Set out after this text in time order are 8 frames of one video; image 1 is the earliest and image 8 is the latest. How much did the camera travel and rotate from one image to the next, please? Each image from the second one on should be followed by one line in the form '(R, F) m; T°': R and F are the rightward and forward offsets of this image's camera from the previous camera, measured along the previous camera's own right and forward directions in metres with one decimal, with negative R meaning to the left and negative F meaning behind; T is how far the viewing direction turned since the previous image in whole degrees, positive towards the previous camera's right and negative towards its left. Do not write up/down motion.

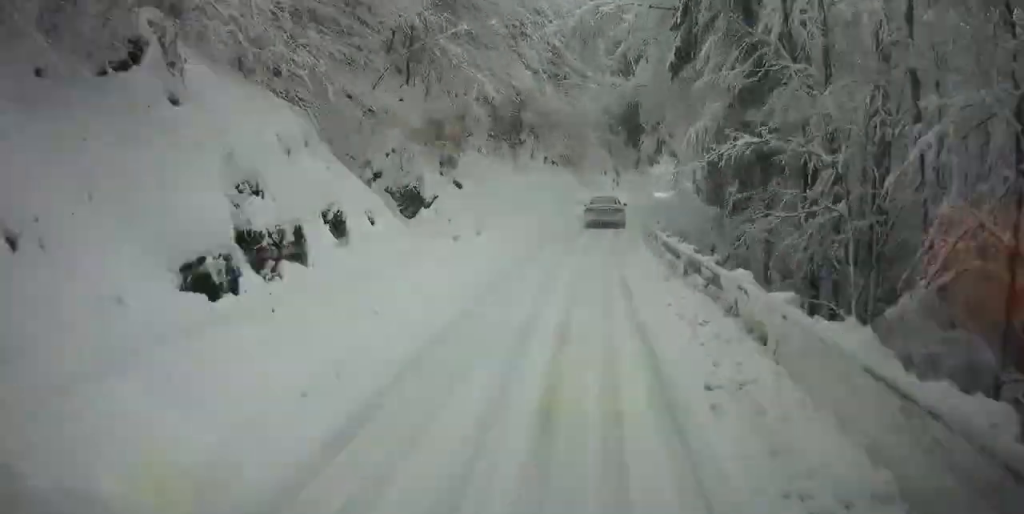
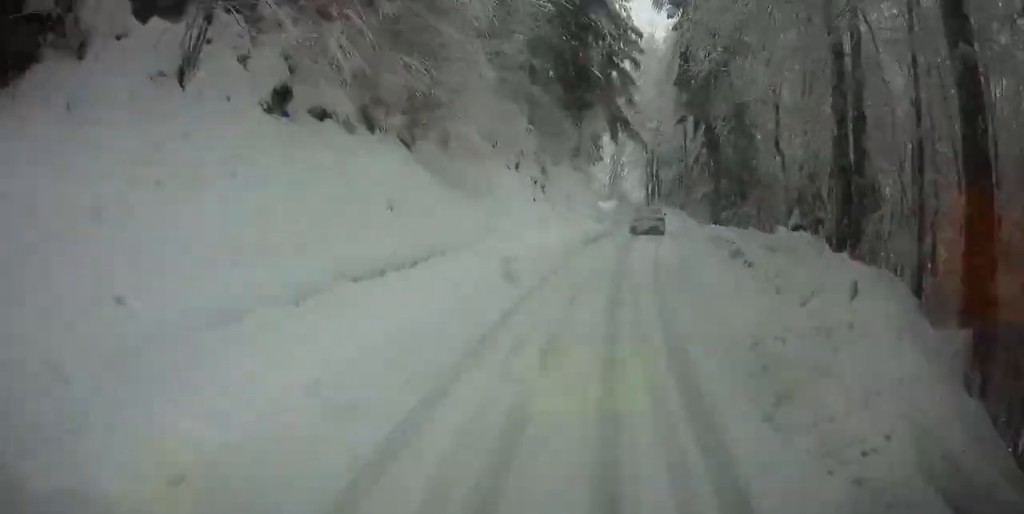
(+3.0, +37.9) m; +4°
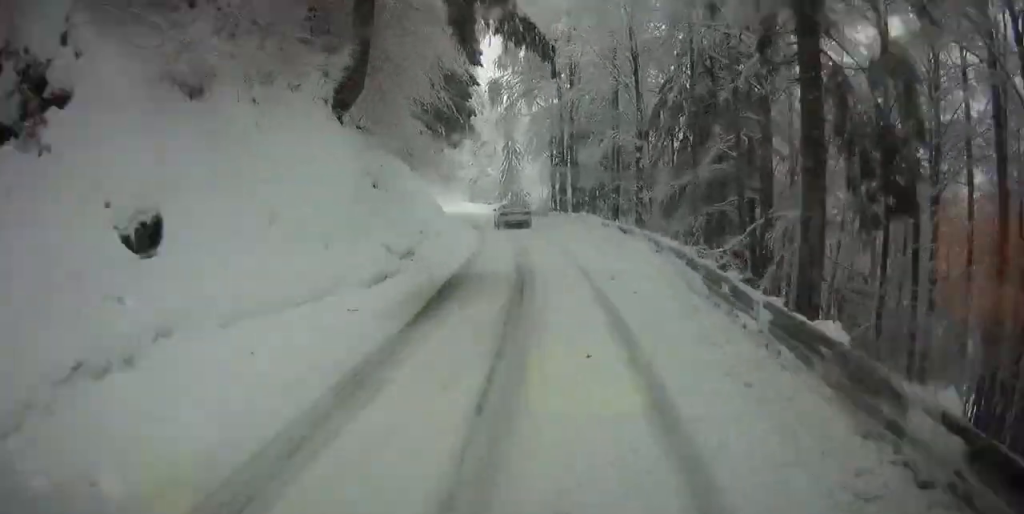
(-0.4, +36.1) m; -2°
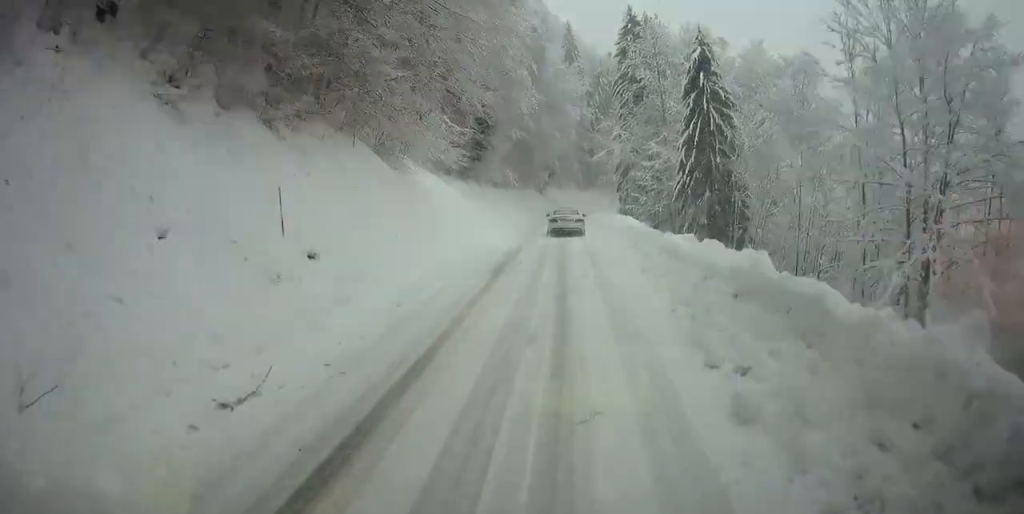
(-3.9, +62.2) m; -5°
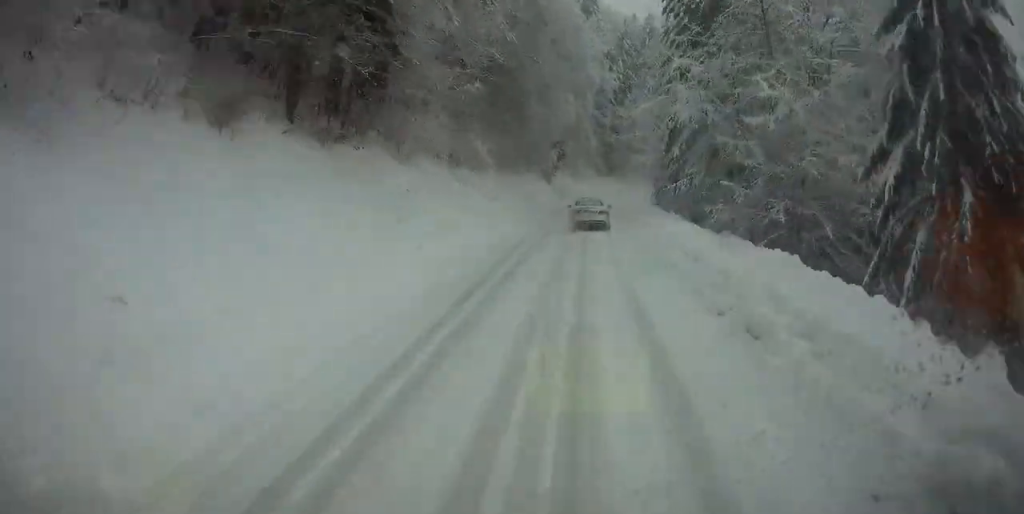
(-0.3, +30.2) m; +2°
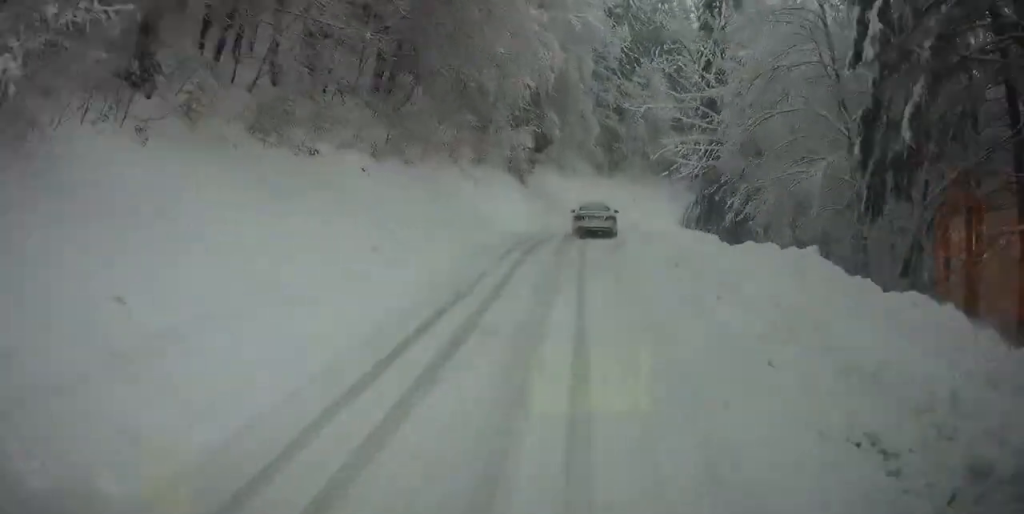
(+0.3, +32.4) m; +5°
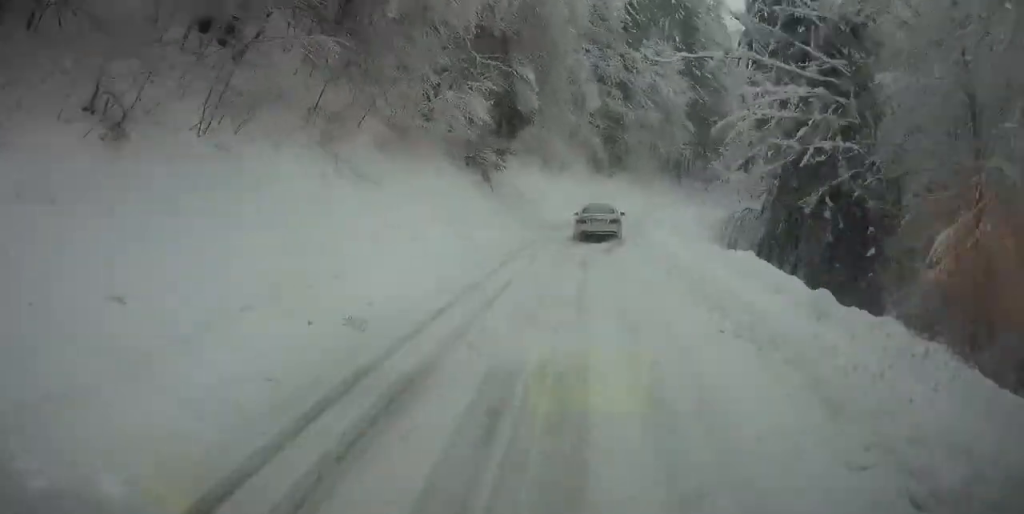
(+1.3, +19.3) m; +6°
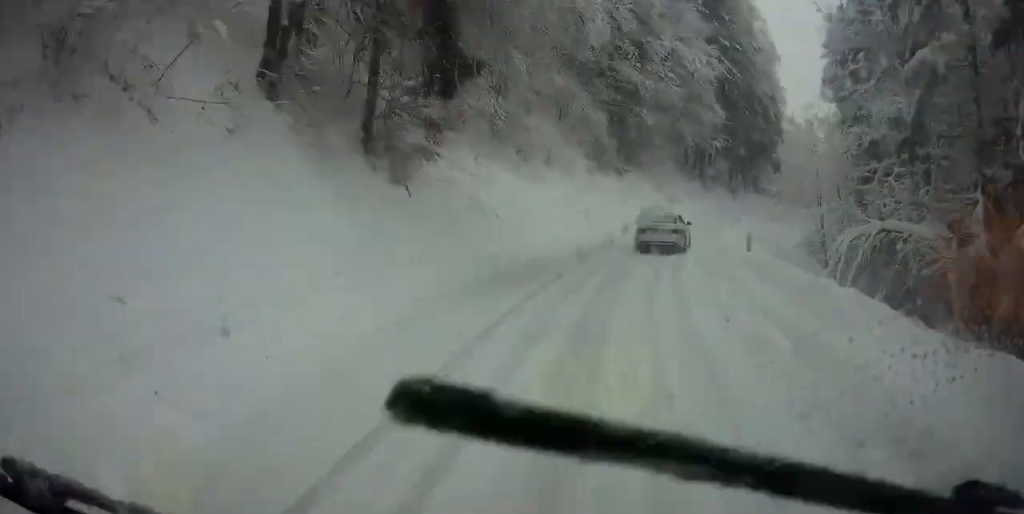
(-0.5, +19.3) m; +6°
